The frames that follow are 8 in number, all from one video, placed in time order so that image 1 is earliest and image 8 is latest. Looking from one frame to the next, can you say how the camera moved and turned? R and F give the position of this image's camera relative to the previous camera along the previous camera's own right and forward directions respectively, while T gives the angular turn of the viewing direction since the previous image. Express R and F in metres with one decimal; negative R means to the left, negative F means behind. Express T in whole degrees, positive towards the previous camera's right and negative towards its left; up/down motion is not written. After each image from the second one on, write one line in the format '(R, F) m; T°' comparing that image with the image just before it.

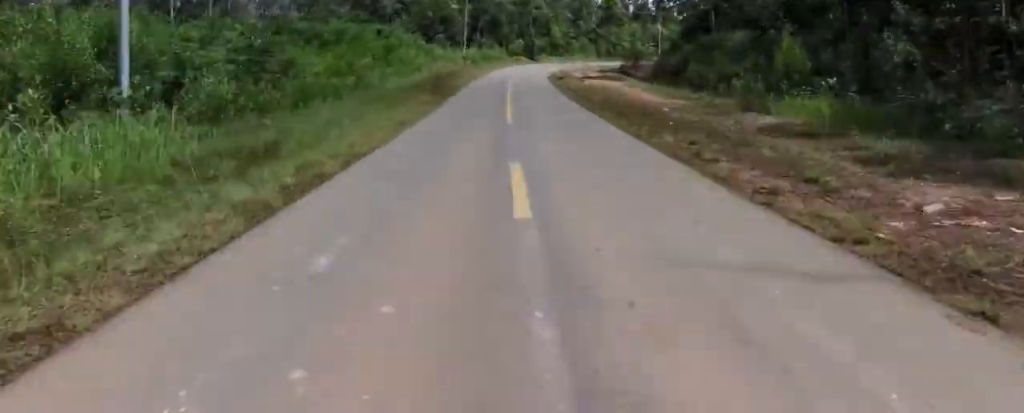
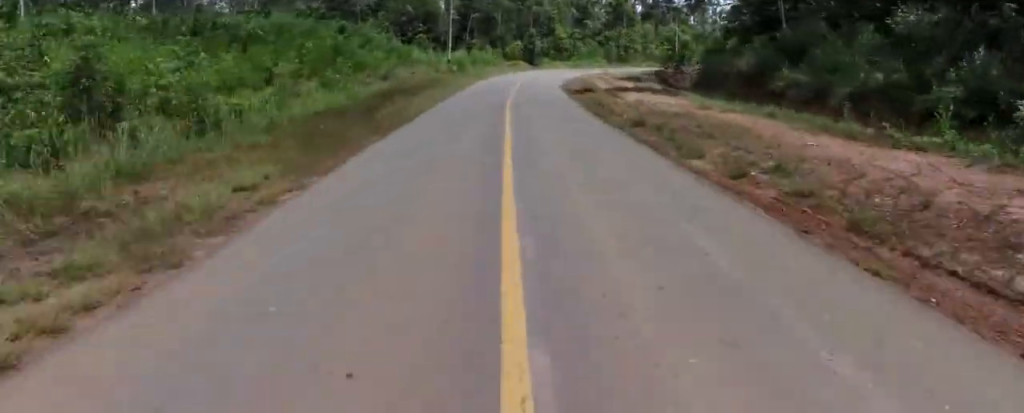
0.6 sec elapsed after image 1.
(-0.7, +14.3) m; +1°
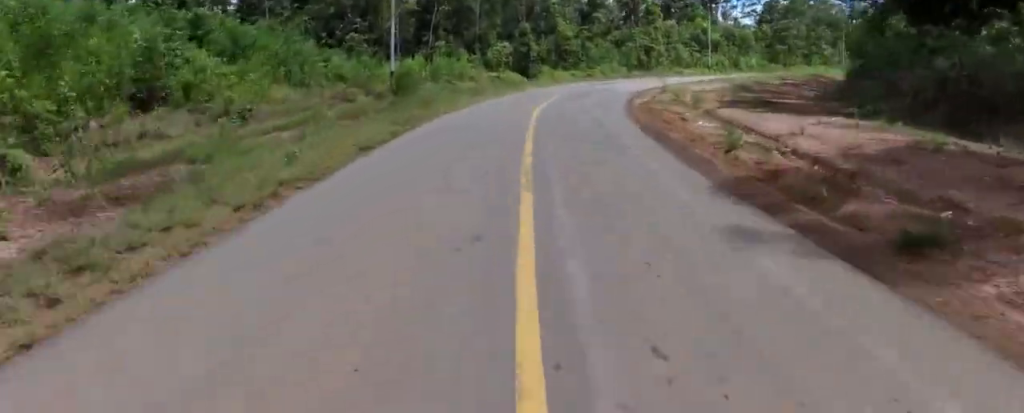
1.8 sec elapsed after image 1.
(+1.3, +24.8) m; +7°
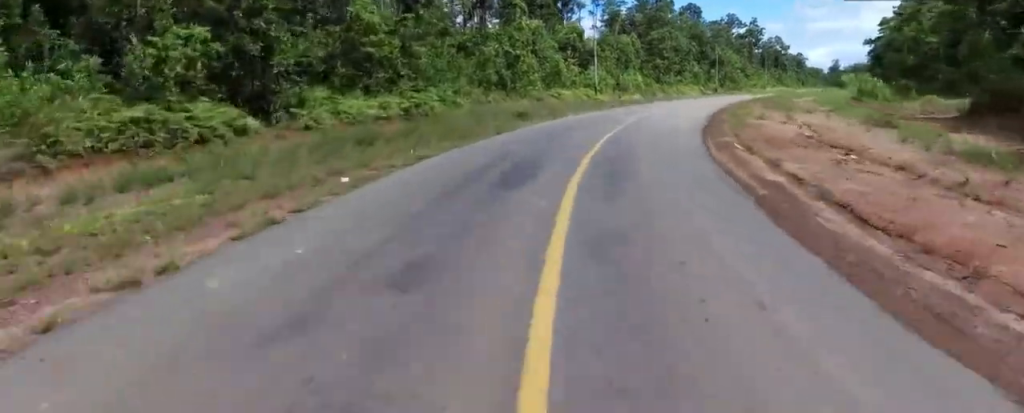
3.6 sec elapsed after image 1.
(+2.4, +29.7) m; +9°
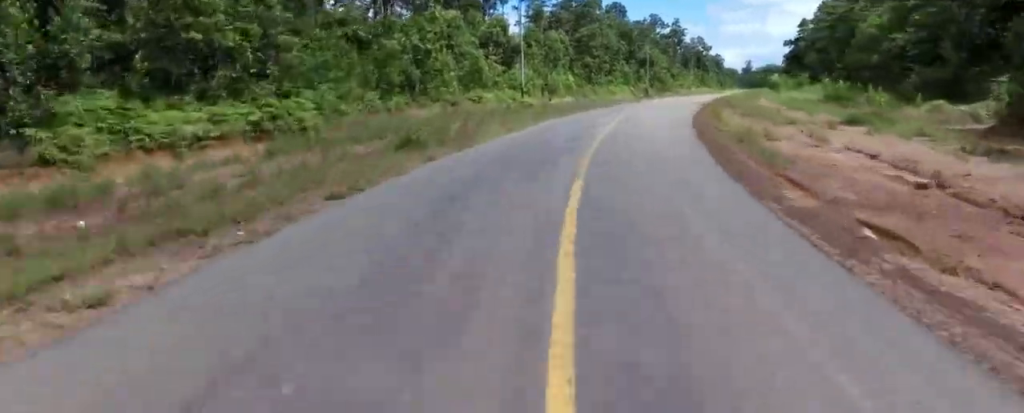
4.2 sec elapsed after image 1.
(+0.1, +7.9) m; +6°
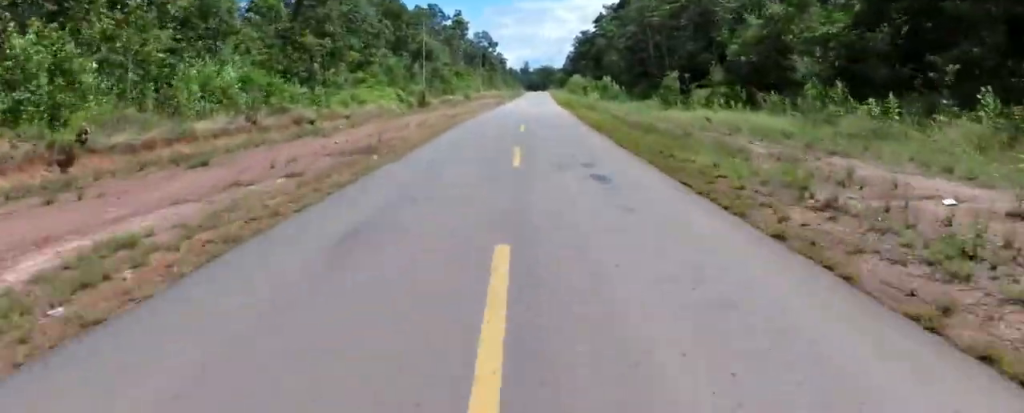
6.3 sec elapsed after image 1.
(+9.9, +29.0) m; +30°
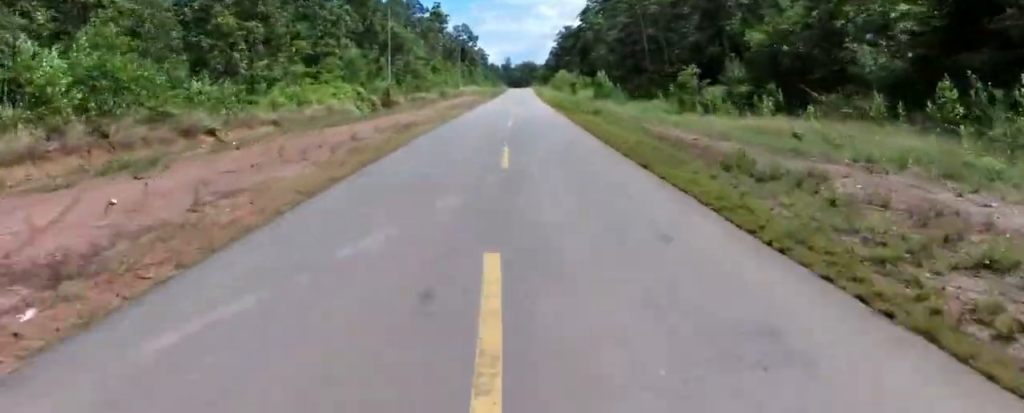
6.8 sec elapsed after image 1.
(0.0, +7.6) m; +1°
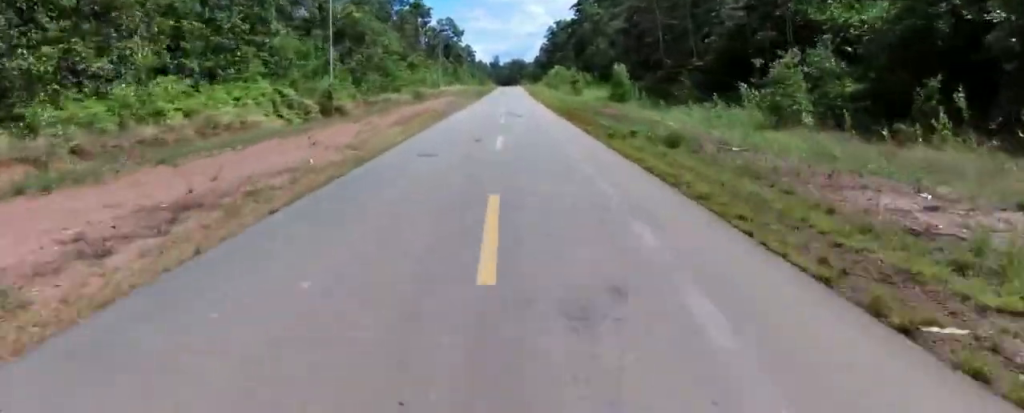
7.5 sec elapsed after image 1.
(+0.1, +12.8) m; +1°
